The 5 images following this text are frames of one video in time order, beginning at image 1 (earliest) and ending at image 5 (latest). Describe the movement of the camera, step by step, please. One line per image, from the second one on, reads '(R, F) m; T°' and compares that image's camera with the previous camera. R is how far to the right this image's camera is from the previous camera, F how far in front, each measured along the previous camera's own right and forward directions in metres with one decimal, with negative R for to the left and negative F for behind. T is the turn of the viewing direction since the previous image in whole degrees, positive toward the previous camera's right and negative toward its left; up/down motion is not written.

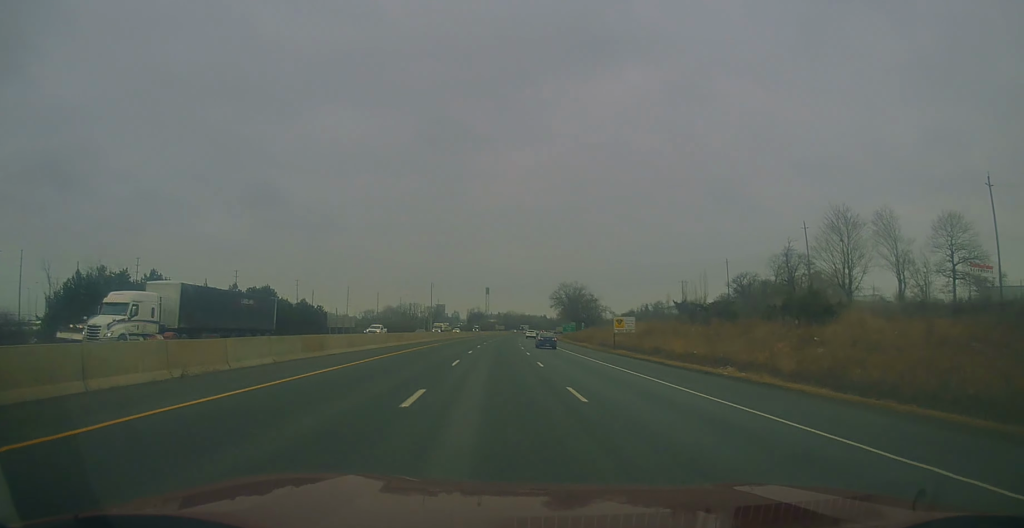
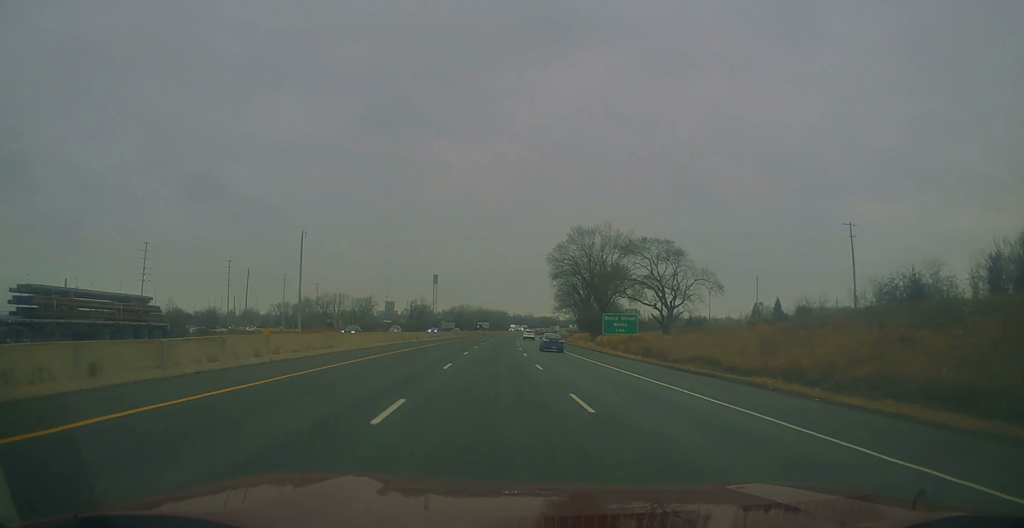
(+3.2, +124.0) m; +4°
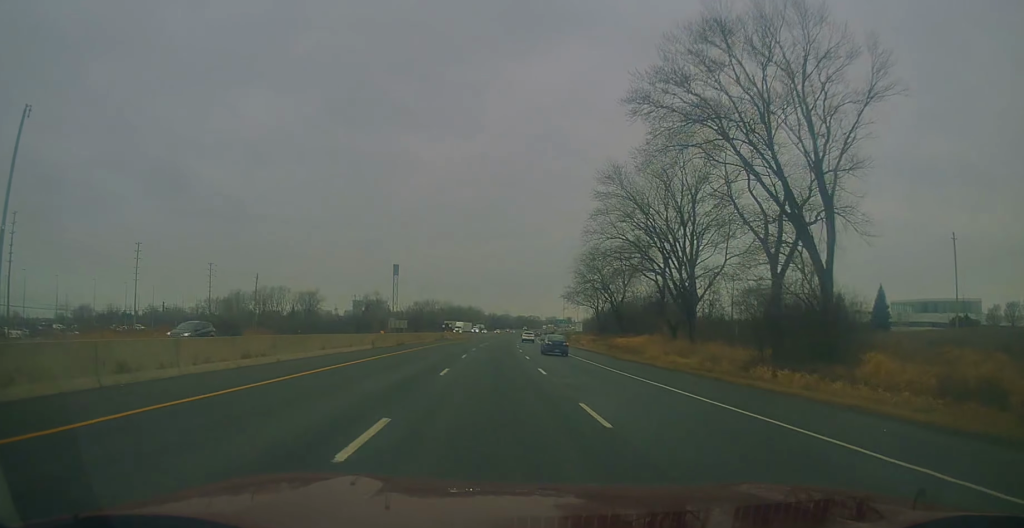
(+1.4, +75.4) m; +2°
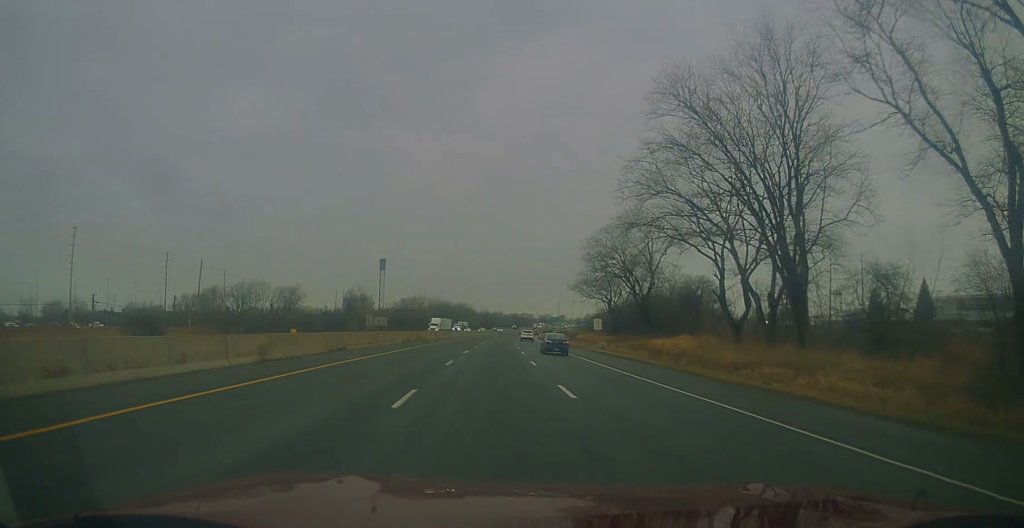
(+0.1, +20.4) m; +1°
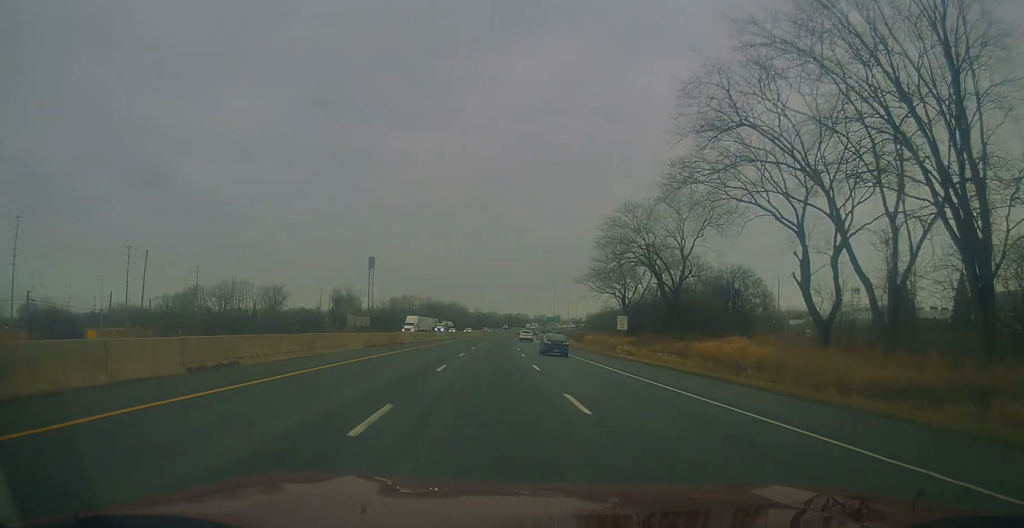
(-0.1, +15.0) m; +1°
